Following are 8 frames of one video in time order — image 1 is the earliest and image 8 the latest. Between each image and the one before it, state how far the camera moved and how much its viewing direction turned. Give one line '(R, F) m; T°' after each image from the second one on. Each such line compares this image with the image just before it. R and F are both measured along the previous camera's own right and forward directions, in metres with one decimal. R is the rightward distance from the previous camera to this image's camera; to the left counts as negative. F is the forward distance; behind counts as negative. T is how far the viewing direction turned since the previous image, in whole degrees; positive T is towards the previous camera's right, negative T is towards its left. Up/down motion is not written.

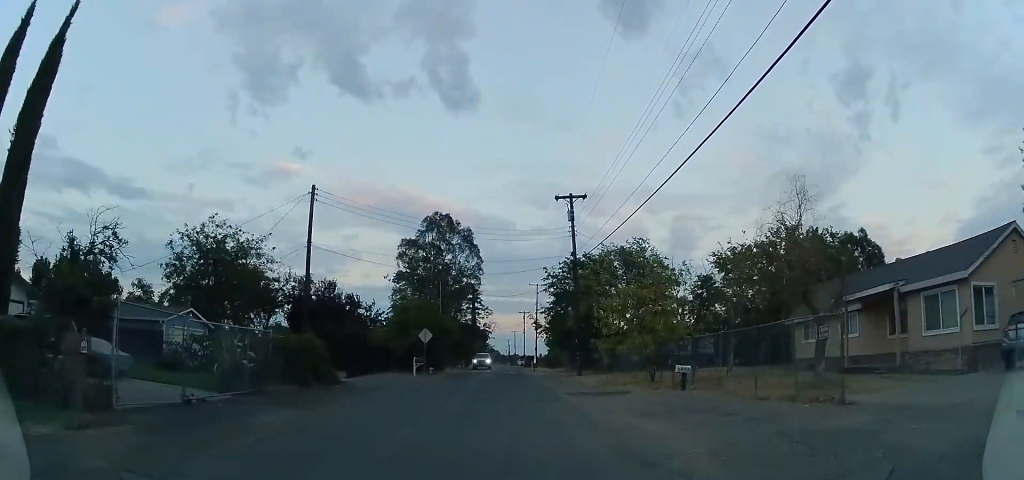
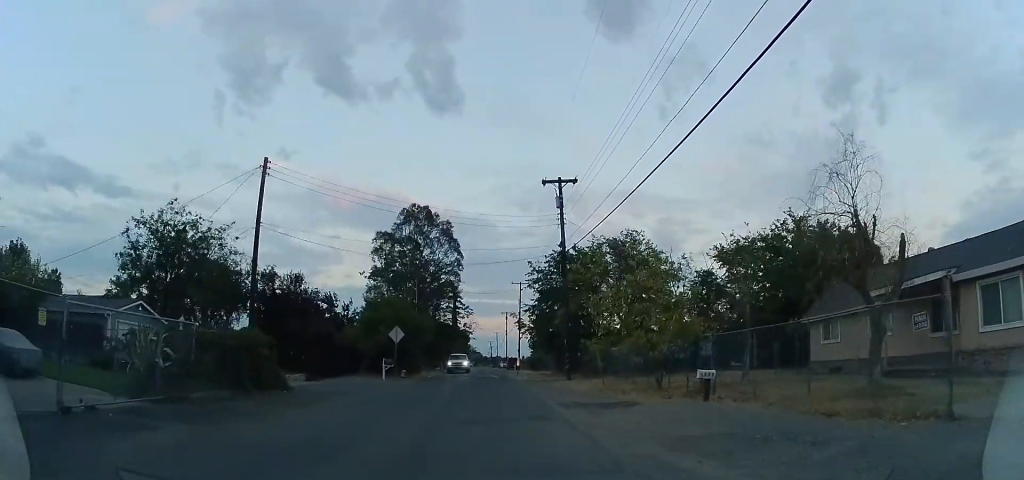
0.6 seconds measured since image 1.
(-0.1, +3.6) m; +3°
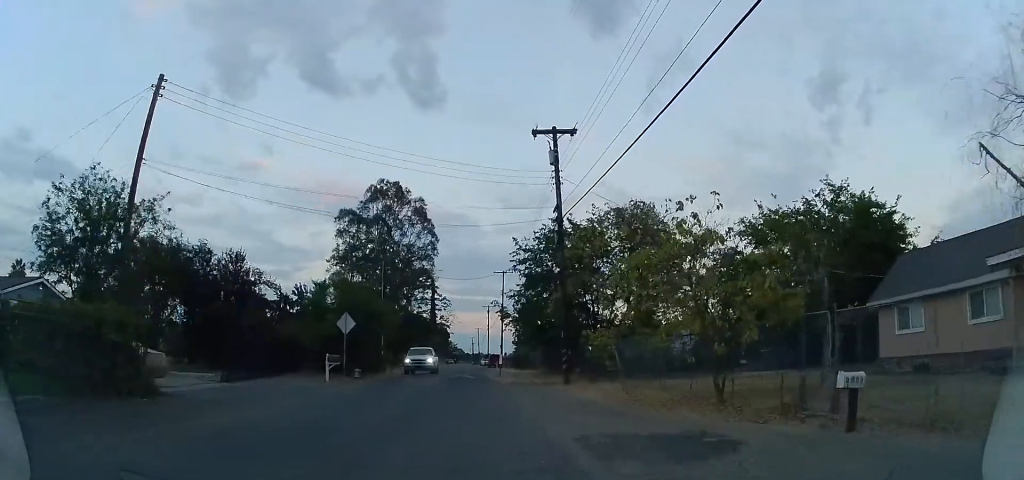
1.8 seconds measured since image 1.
(+0.5, +7.0) m; 0°
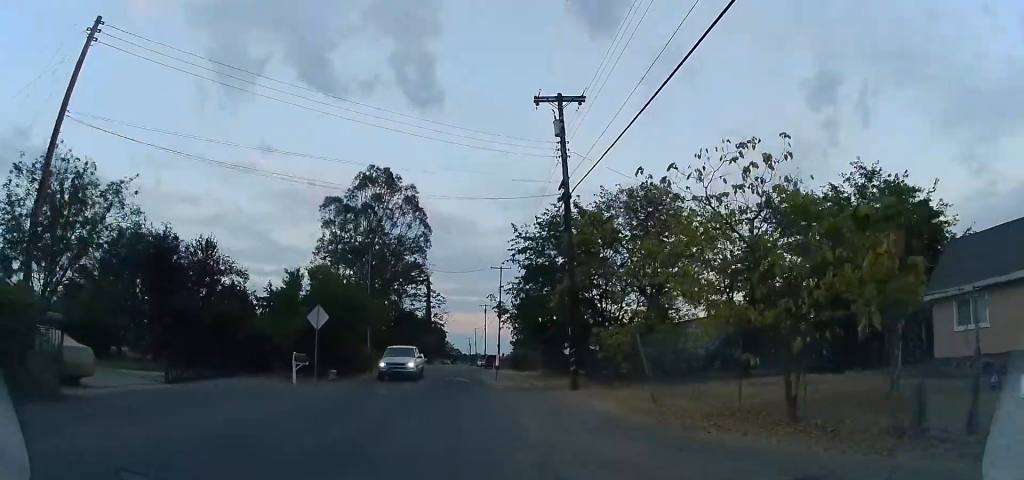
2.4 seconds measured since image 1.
(-0.3, +3.6) m; -3°
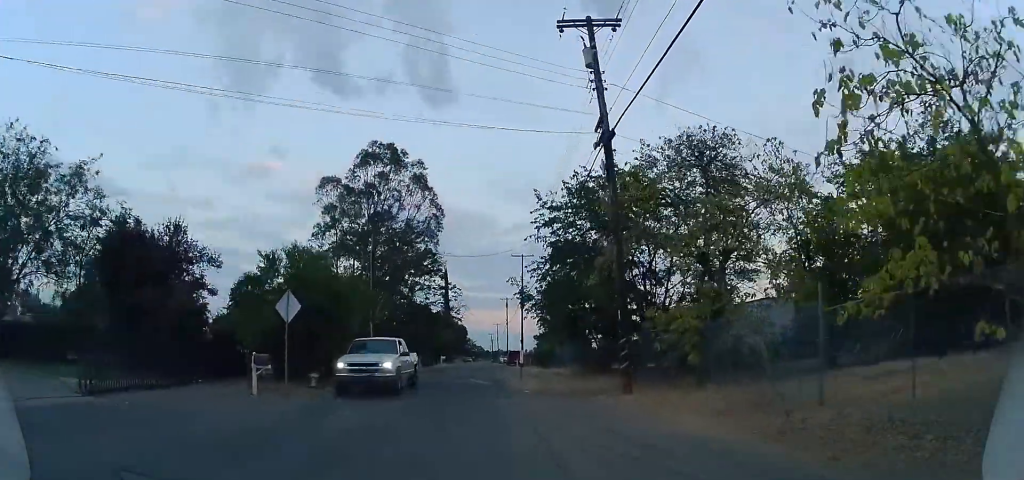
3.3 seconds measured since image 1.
(-0.2, +5.3) m; -2°
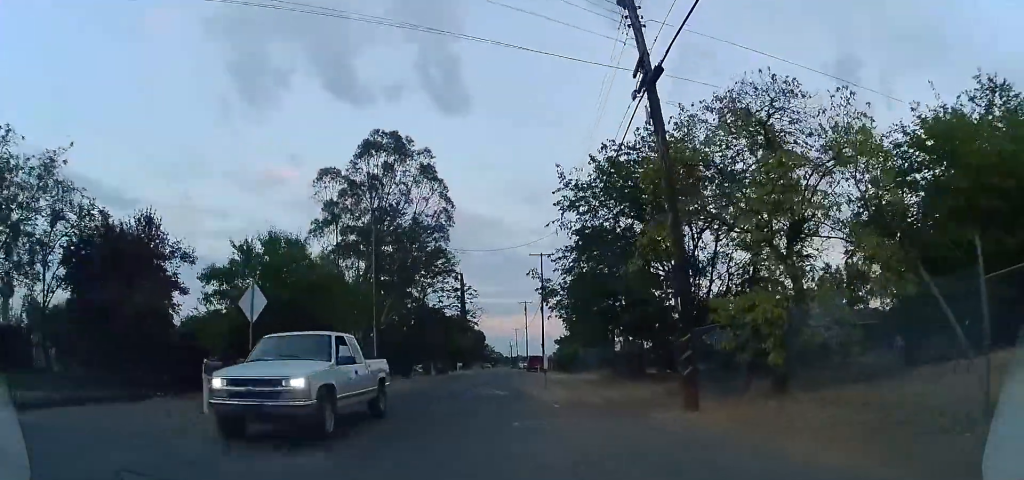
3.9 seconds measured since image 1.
(0.0, +3.8) m; 0°
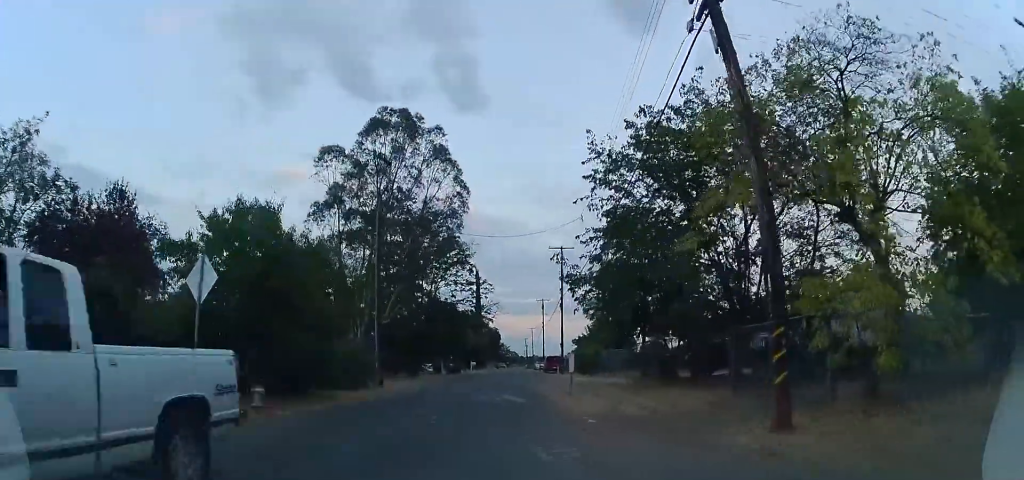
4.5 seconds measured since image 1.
(0.0, +3.3) m; 0°
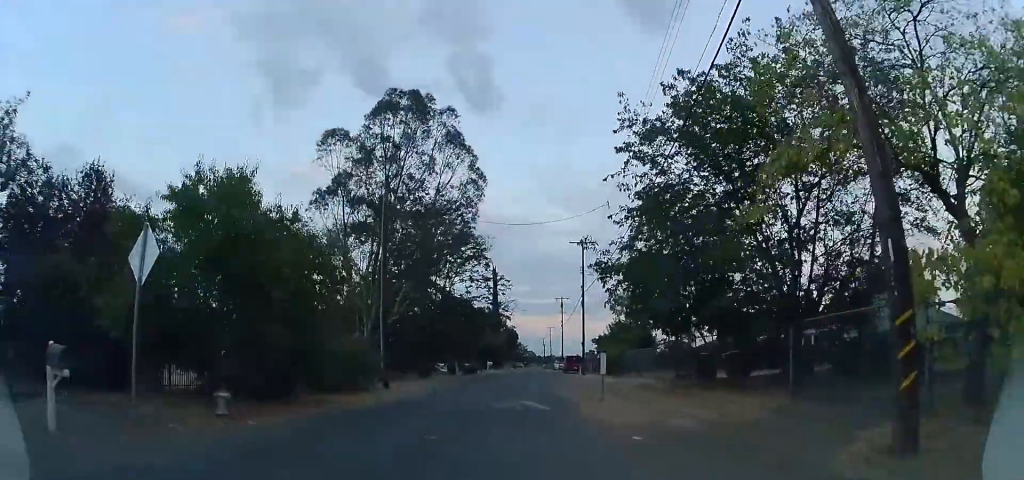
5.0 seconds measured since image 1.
(0.0, +2.5) m; 0°
